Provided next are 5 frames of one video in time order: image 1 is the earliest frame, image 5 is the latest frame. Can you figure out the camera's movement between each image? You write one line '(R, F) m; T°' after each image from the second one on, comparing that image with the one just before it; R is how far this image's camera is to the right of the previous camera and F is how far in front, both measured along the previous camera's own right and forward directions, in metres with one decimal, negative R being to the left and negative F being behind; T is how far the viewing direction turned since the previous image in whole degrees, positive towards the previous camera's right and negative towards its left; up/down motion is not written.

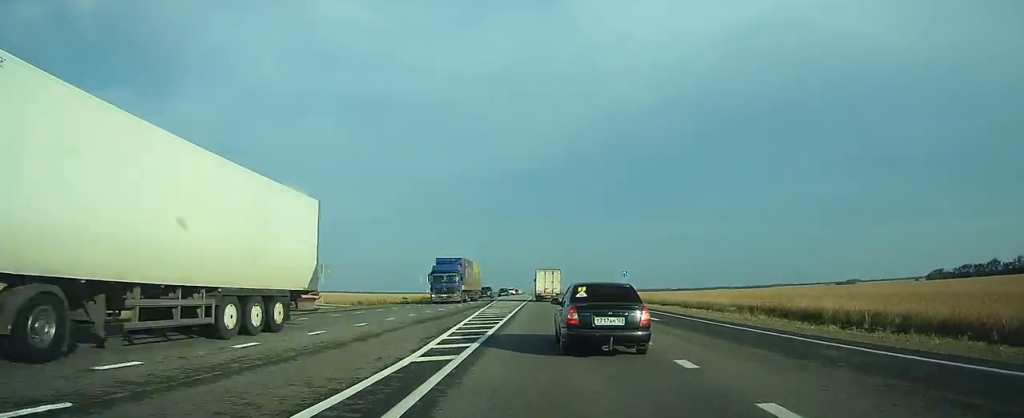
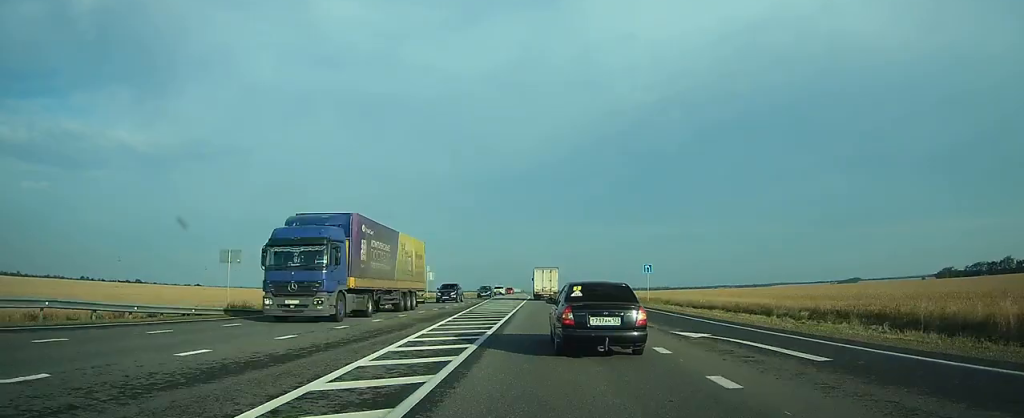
(0.0, +14.3) m; 0°
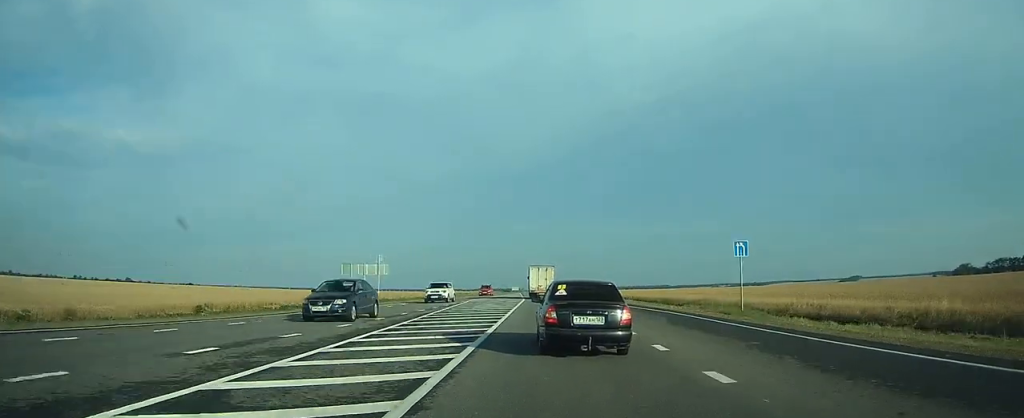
(-0.1, +24.0) m; 0°
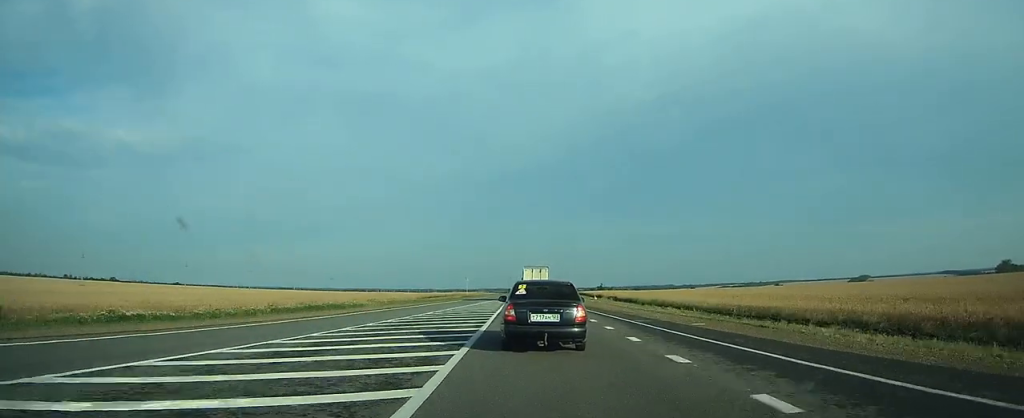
(+0.1, +46.0) m; 0°
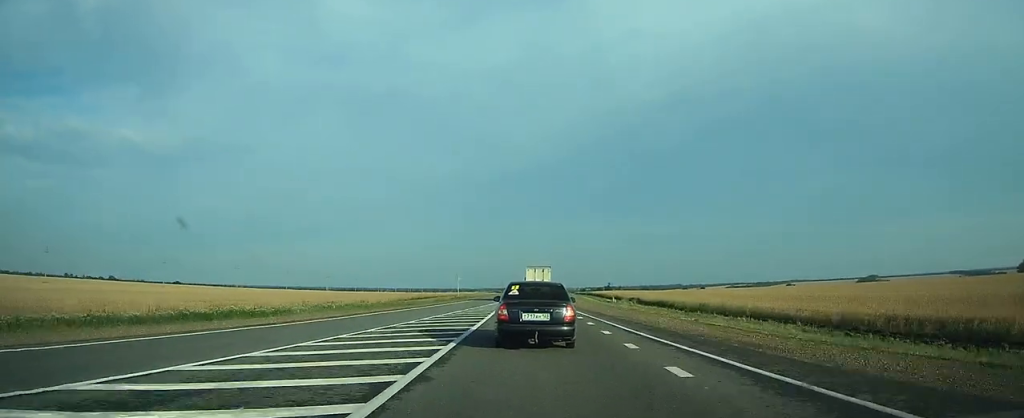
(0.0, +16.8) m; 0°
